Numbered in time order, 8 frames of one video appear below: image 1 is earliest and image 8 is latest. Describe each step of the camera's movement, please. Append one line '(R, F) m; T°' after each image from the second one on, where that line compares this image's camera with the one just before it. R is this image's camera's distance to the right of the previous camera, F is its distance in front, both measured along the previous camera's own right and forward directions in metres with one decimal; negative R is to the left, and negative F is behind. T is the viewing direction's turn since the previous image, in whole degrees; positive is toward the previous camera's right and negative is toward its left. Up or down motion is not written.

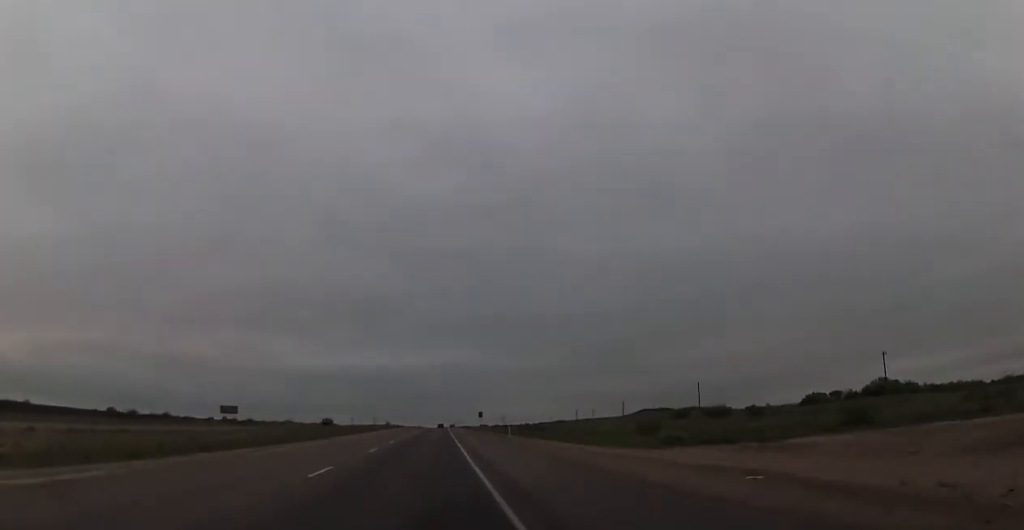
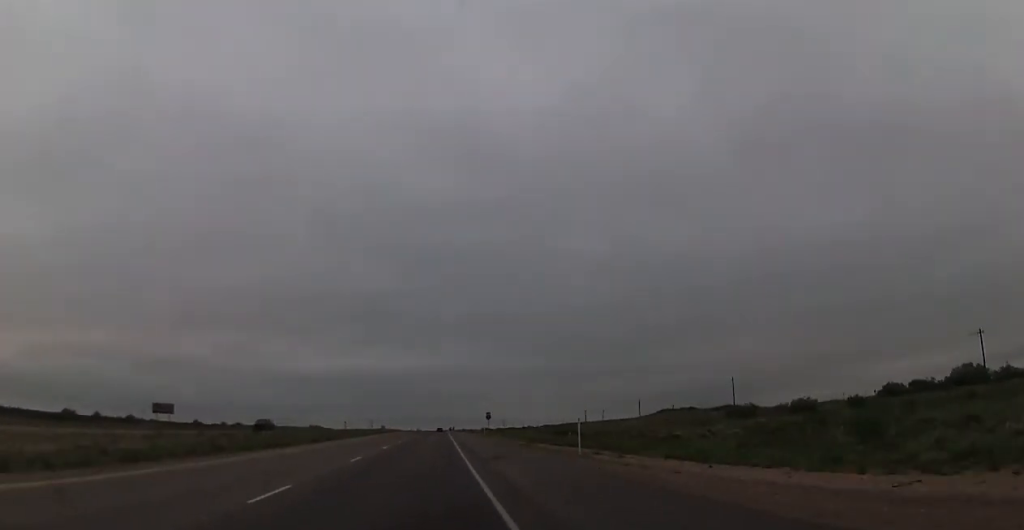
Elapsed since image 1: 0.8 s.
(+0.4, +28.9) m; 0°
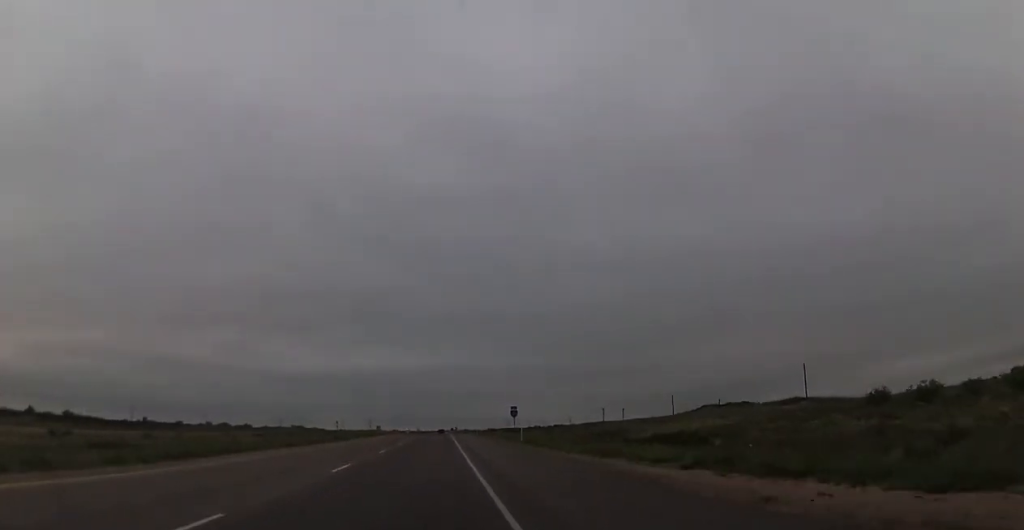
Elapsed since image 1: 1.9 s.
(-0.3, +41.0) m; -1°
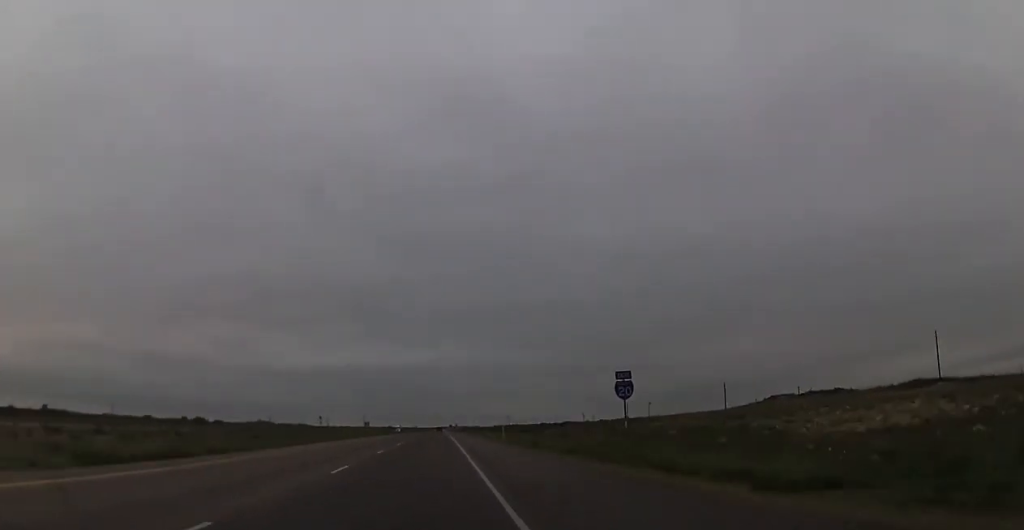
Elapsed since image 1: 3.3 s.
(-0.1, +49.5) m; 0°
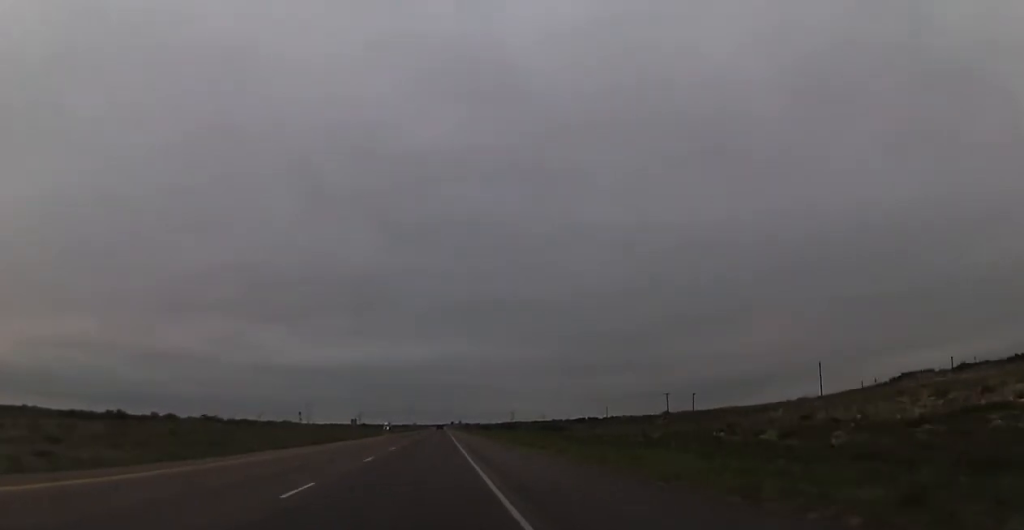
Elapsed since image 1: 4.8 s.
(+0.6, +54.3) m; 0°
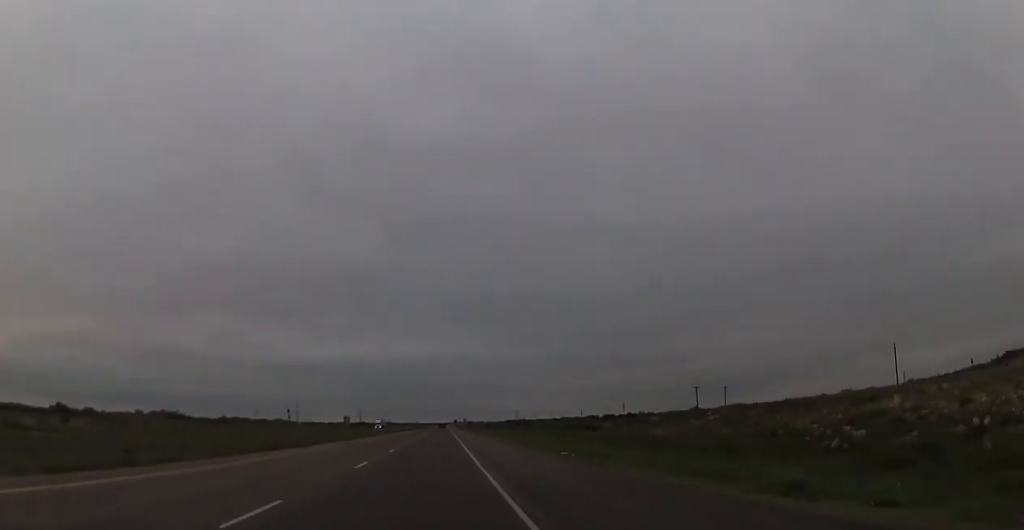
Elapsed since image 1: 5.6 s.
(-0.2, +27.7) m; 0°
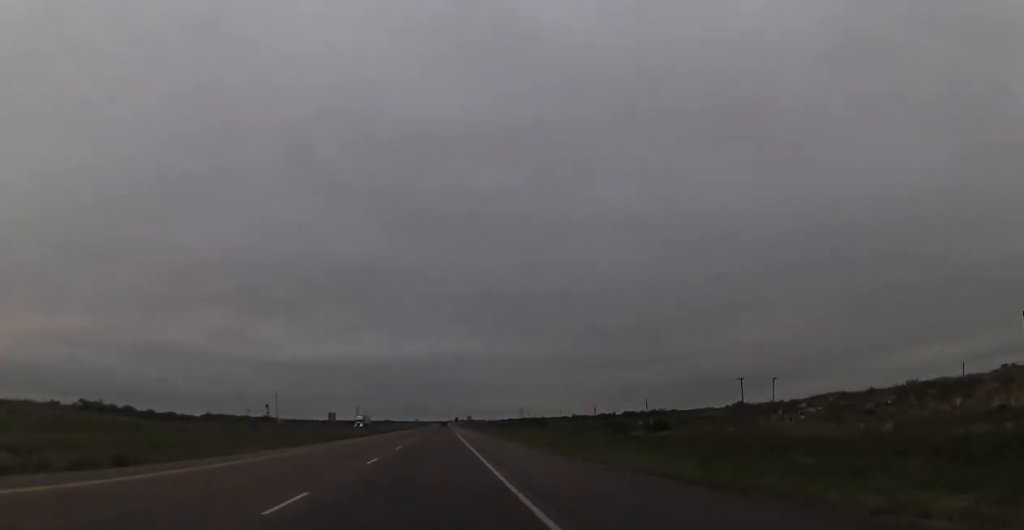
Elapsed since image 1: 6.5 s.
(-0.1, +35.0) m; 0°
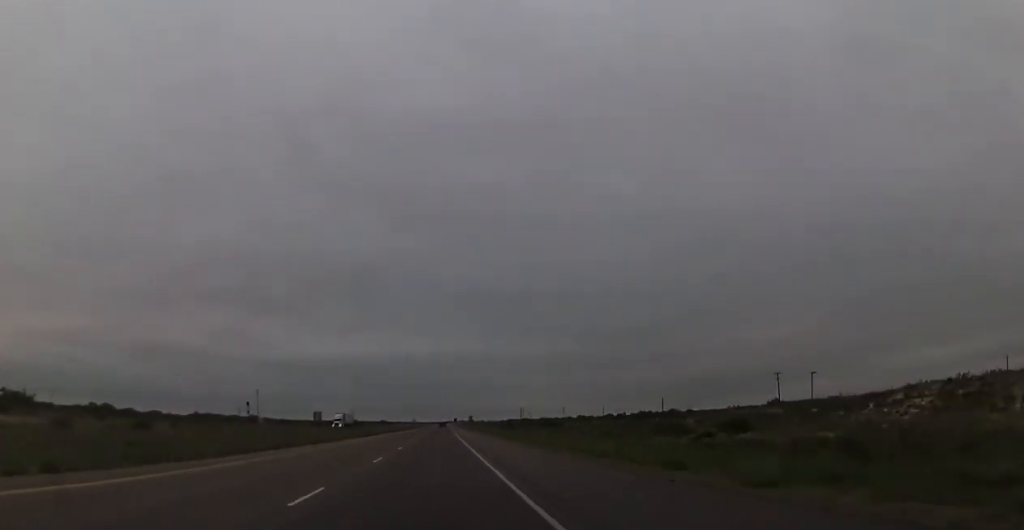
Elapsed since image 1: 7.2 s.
(0.0, +23.0) m; 0°
